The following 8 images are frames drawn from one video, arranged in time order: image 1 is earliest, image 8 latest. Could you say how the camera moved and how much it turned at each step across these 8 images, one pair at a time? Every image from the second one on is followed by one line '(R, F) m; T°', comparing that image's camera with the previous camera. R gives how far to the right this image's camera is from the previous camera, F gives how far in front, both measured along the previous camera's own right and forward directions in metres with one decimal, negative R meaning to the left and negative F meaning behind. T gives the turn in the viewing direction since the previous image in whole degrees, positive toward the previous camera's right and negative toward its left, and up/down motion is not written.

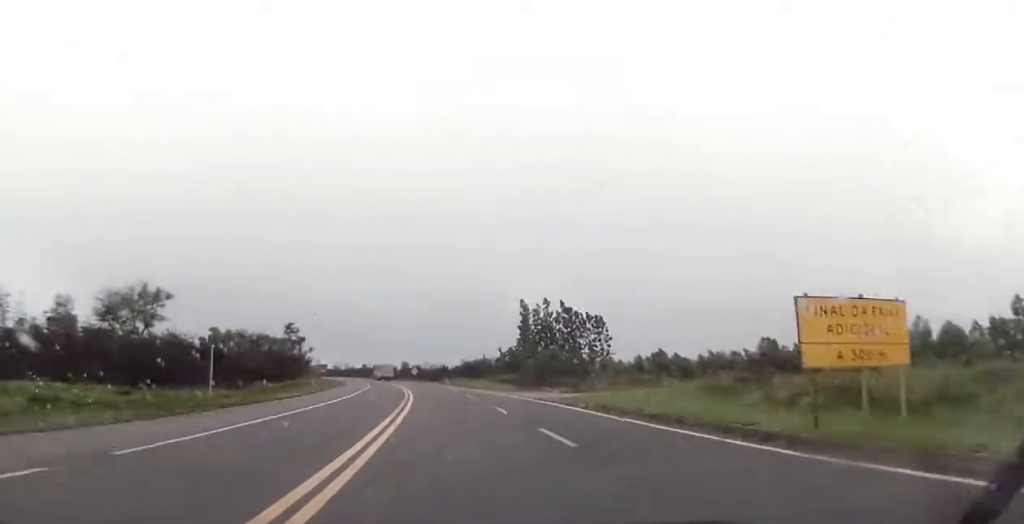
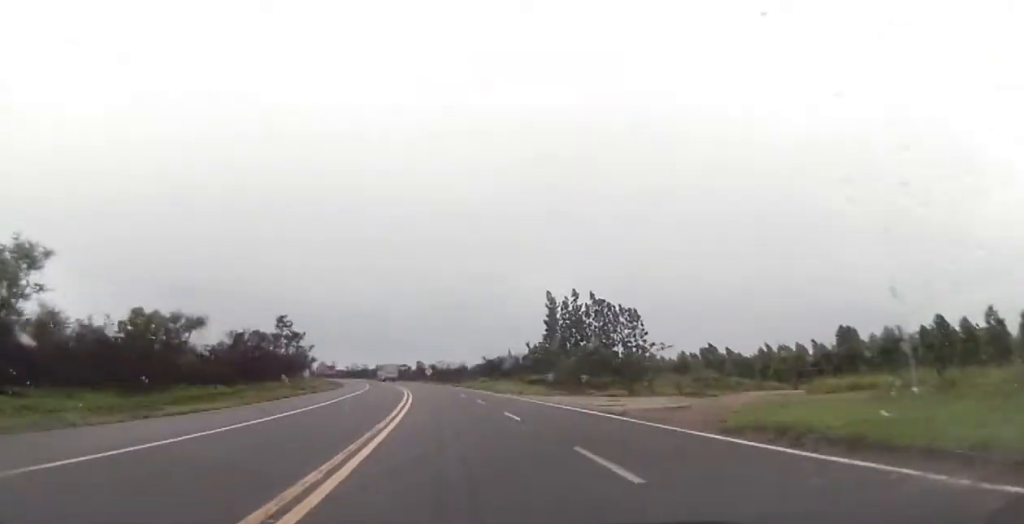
(-0.2, +16.2) m; -2°
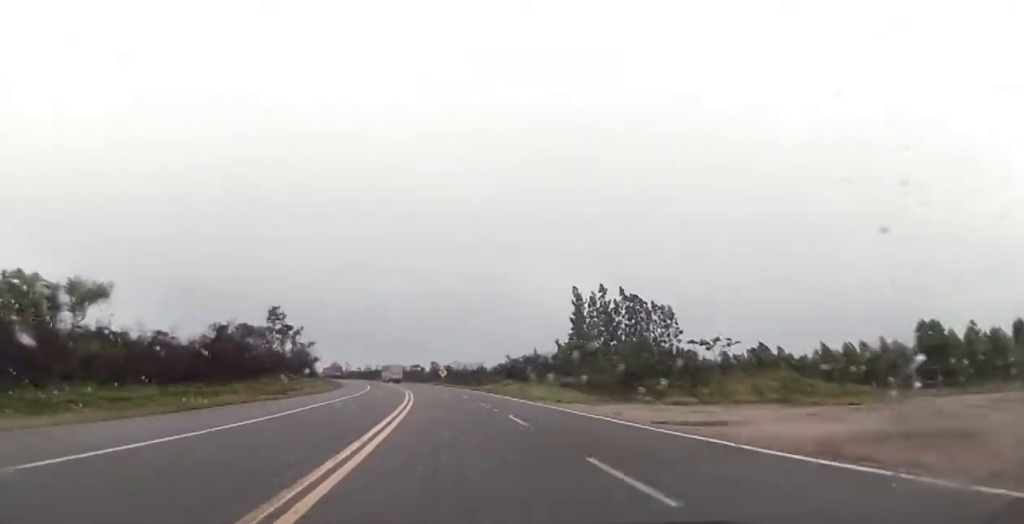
(-0.2, +13.2) m; -1°
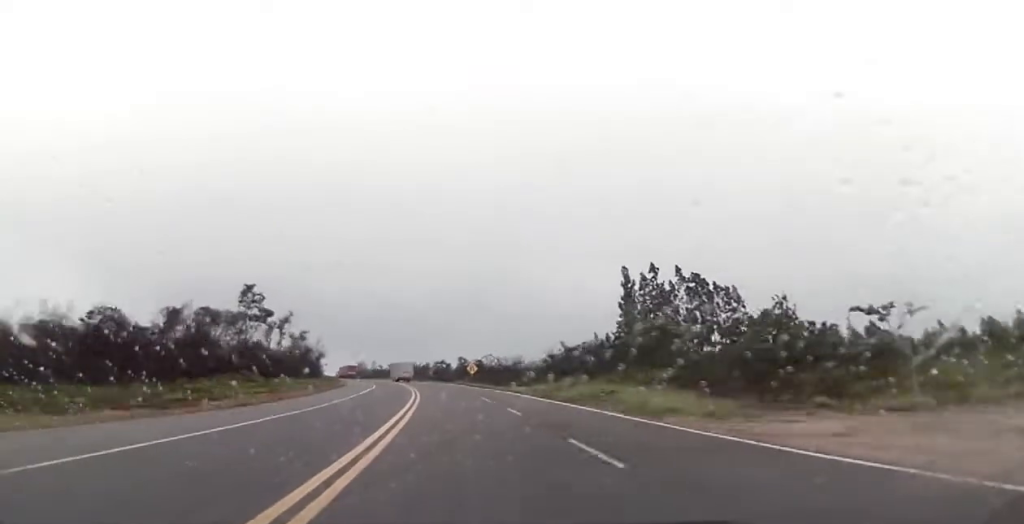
(-0.4, +21.2) m; -2°
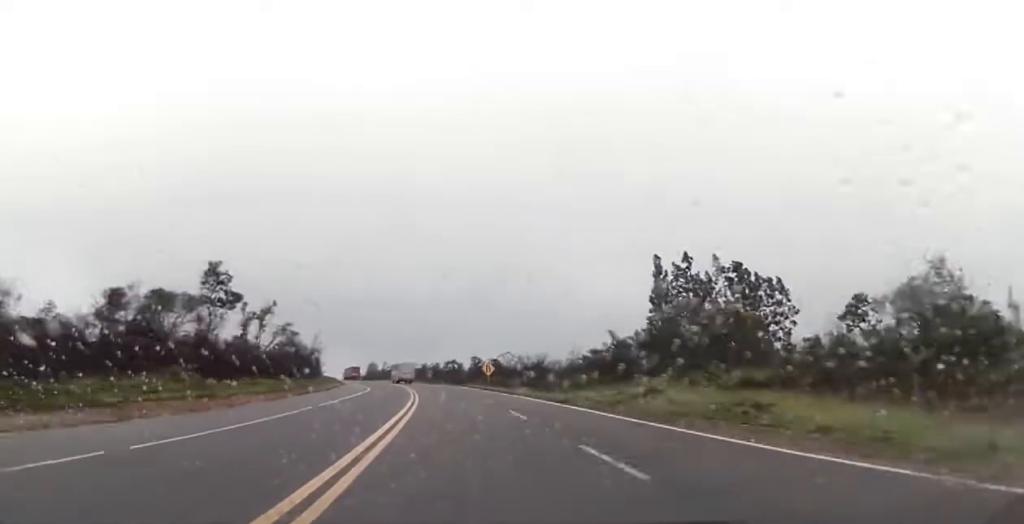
(-0.1, +13.1) m; -1°
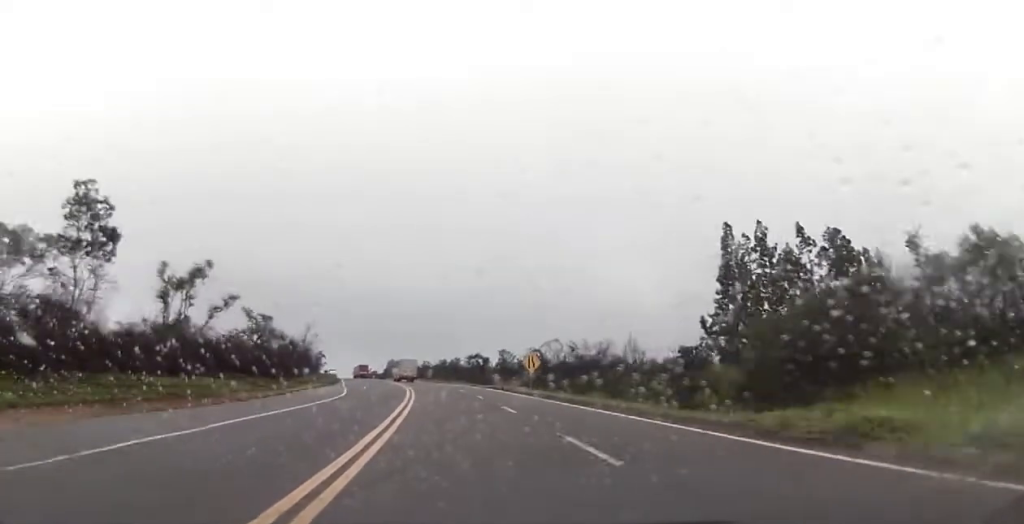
(-0.5, +22.9) m; -2°
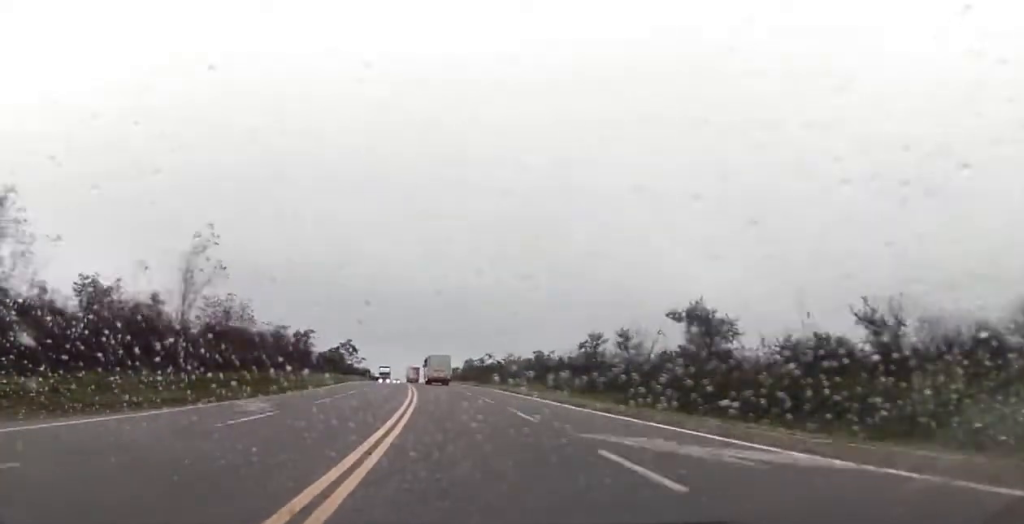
(-3.5, +63.0) m; -7°
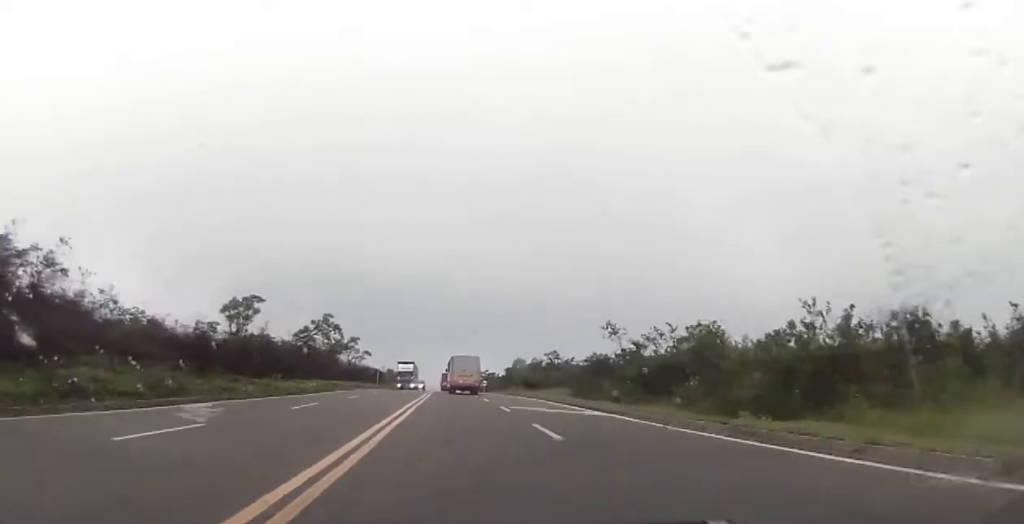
(-2.7, +55.7) m; -5°
